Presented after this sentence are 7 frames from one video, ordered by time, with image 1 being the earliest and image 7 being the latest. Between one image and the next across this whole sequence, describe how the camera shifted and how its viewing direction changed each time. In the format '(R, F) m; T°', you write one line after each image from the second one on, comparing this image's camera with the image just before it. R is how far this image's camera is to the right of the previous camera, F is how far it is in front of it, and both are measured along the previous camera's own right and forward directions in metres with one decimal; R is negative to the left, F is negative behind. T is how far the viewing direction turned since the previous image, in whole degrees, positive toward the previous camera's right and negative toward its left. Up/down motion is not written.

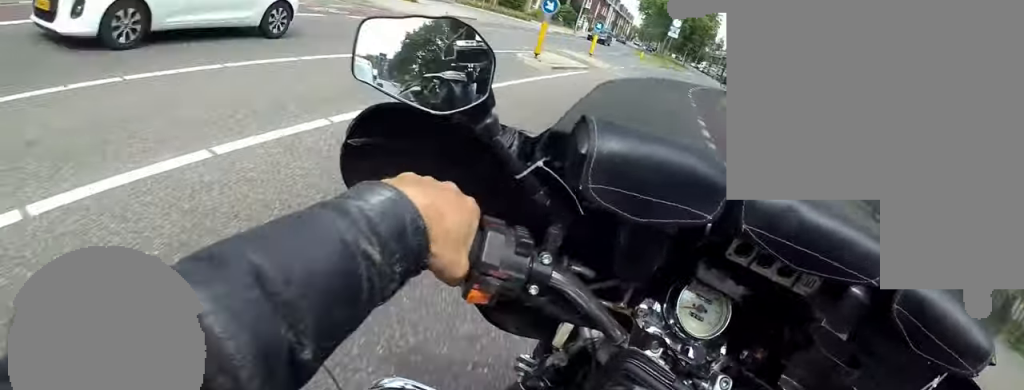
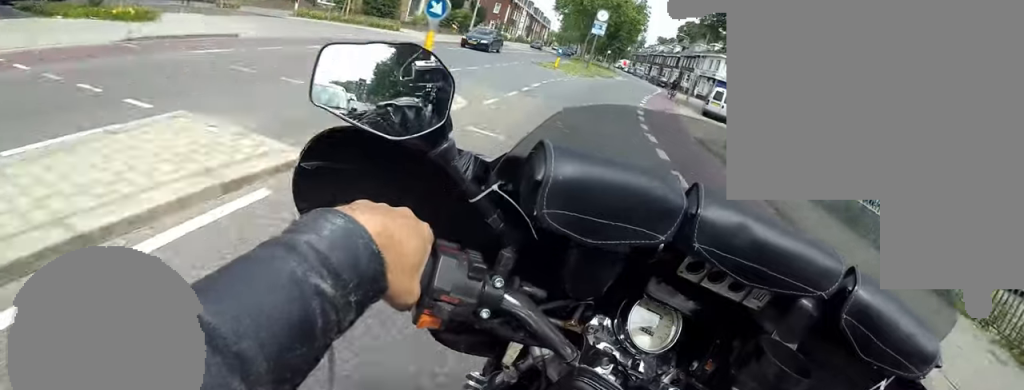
(+0.5, +12.3) m; +4°
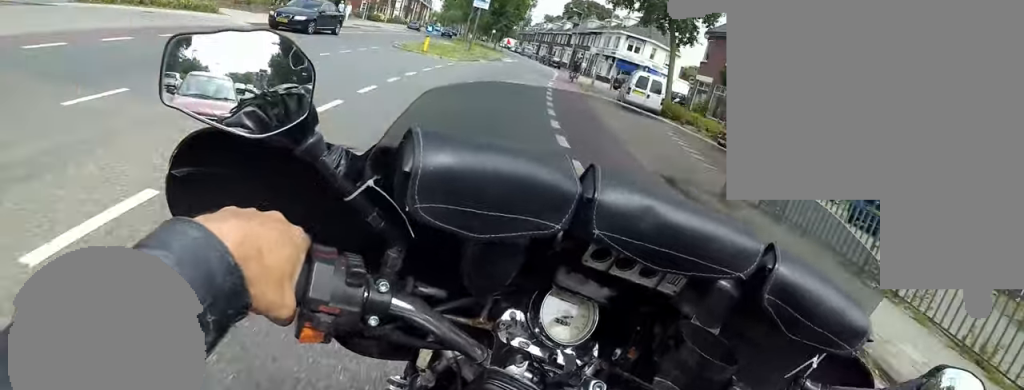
(+0.7, +7.1) m; +2°
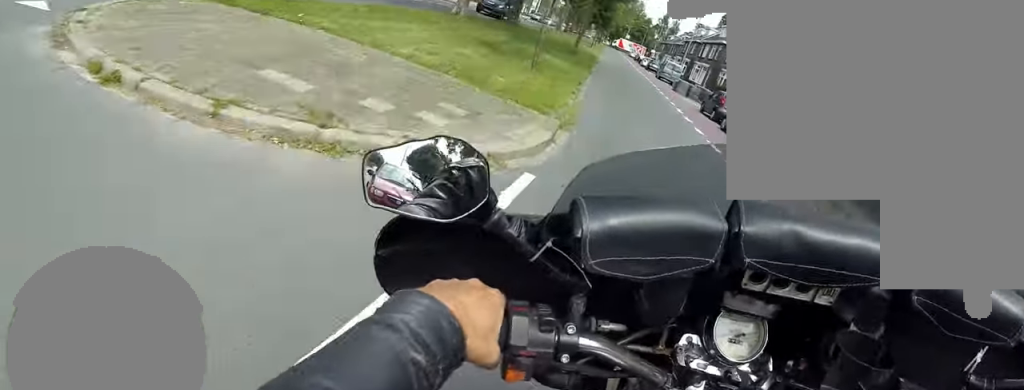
(+1.1, +46.3) m; +2°
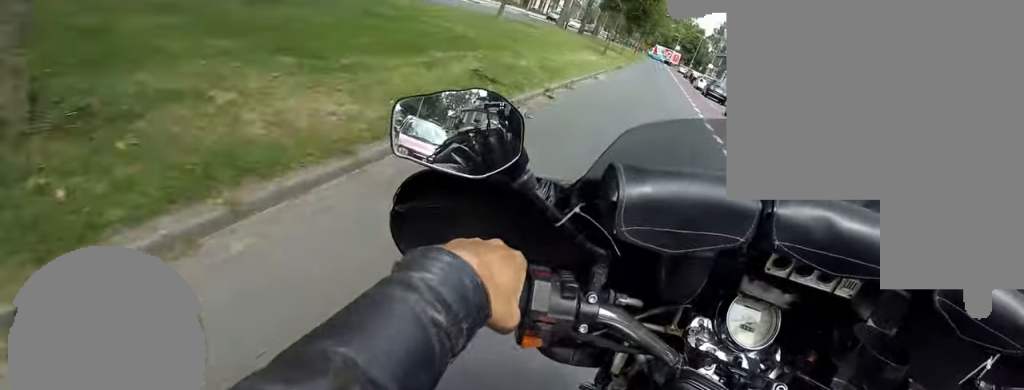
(-1.2, +21.9) m; -8°
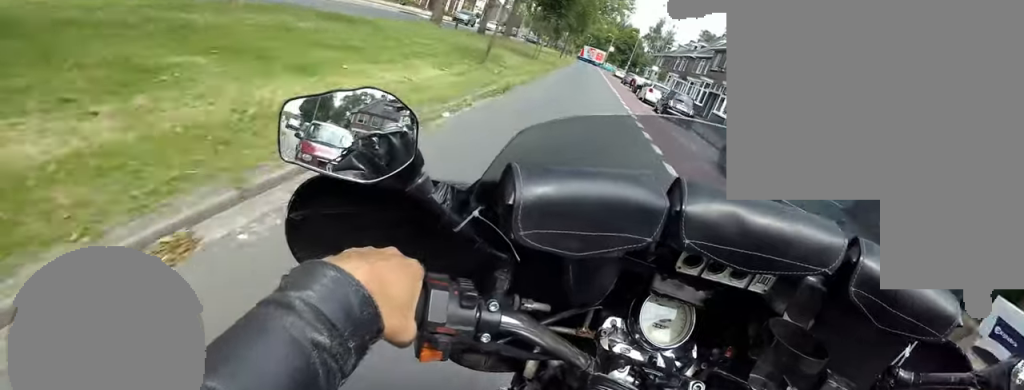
(-0.7, +11.5) m; 0°
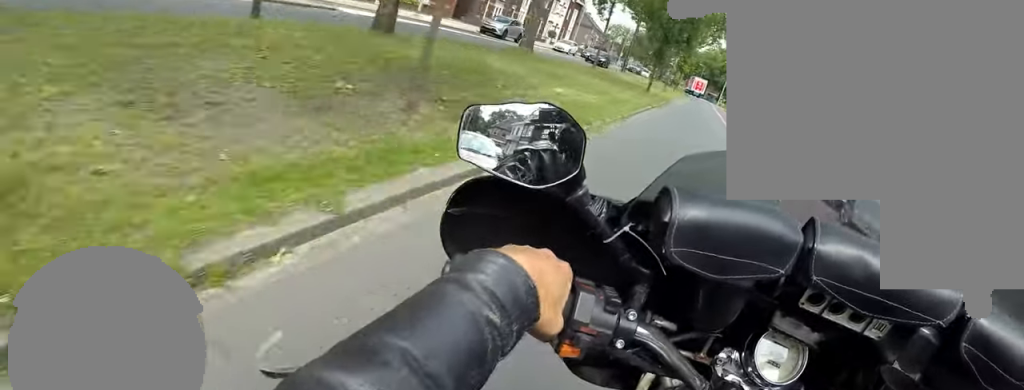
(+0.9, +20.0) m; +3°
